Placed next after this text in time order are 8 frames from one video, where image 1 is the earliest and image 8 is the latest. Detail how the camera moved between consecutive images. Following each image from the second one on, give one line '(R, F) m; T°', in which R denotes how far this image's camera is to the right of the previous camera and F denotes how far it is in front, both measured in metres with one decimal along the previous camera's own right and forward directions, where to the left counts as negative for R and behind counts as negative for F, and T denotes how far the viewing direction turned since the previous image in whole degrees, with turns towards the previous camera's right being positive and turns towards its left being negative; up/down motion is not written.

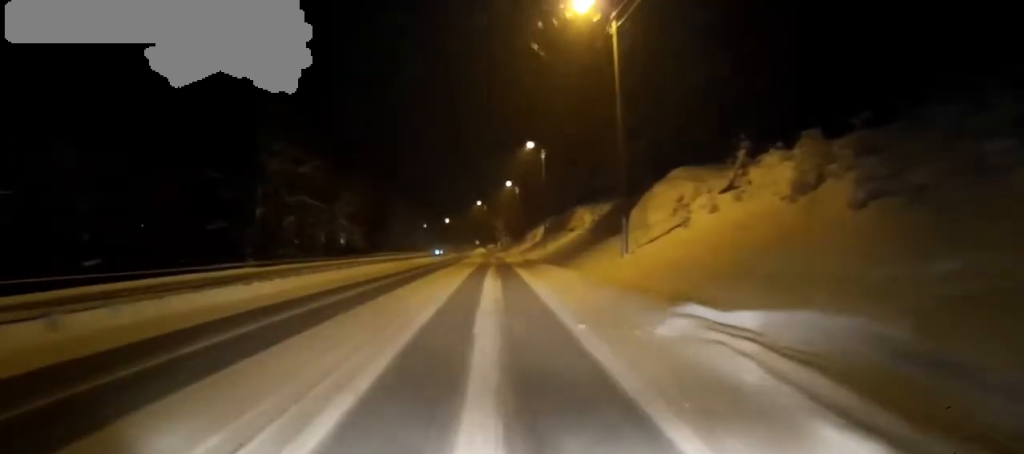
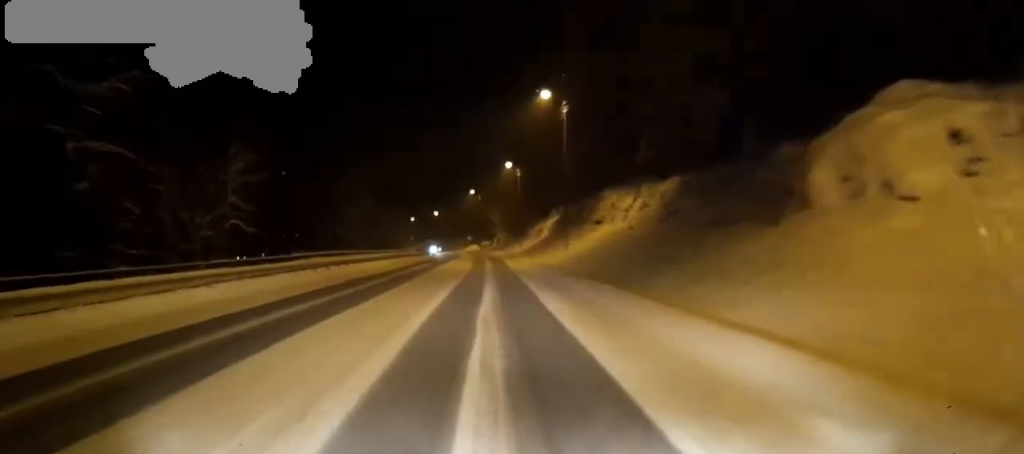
(+0.1, +23.4) m; 0°
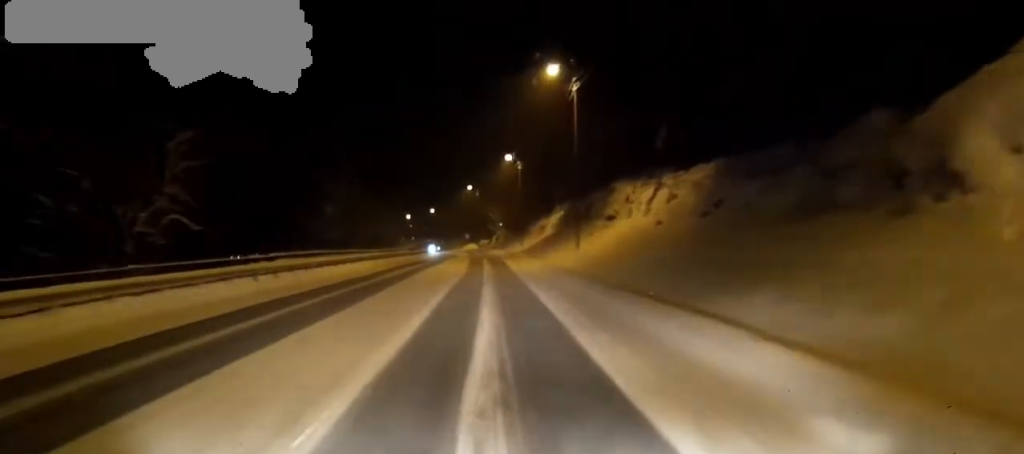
(0.0, +6.5) m; 0°
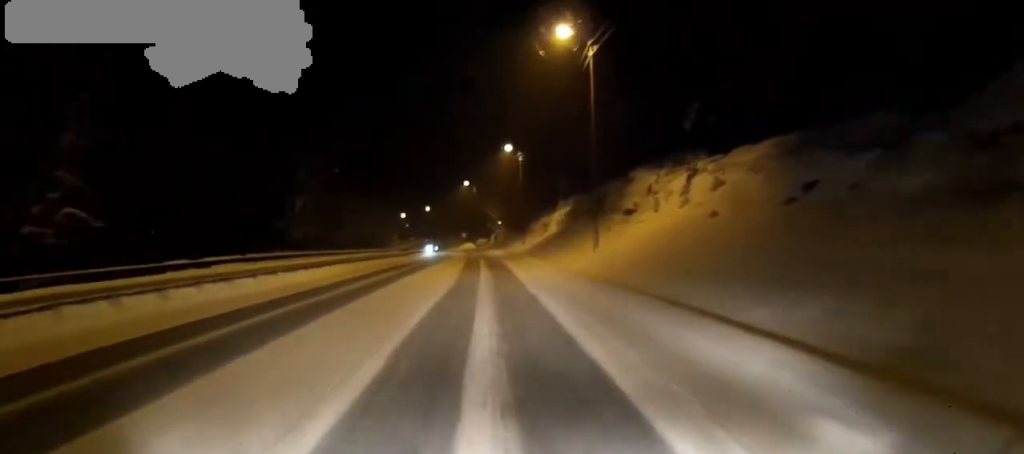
(+0.1, +7.6) m; 0°
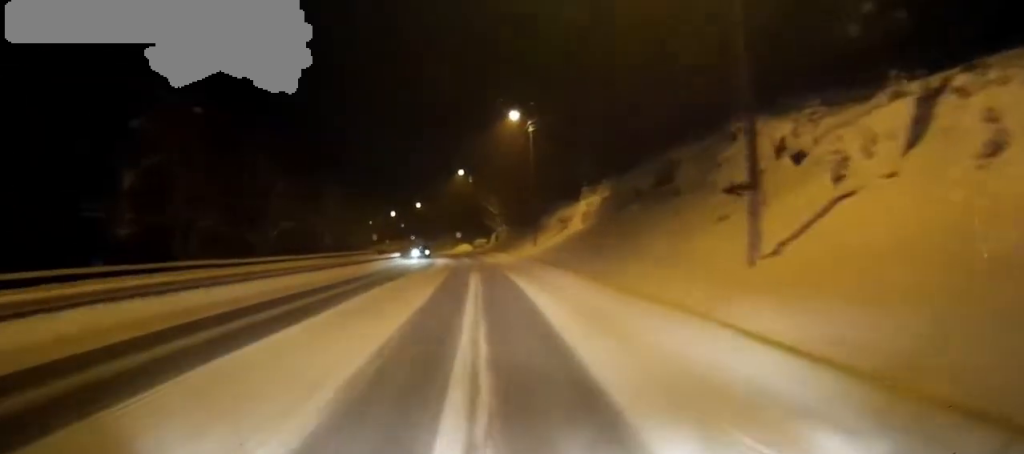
(-0.2, +20.4) m; 0°
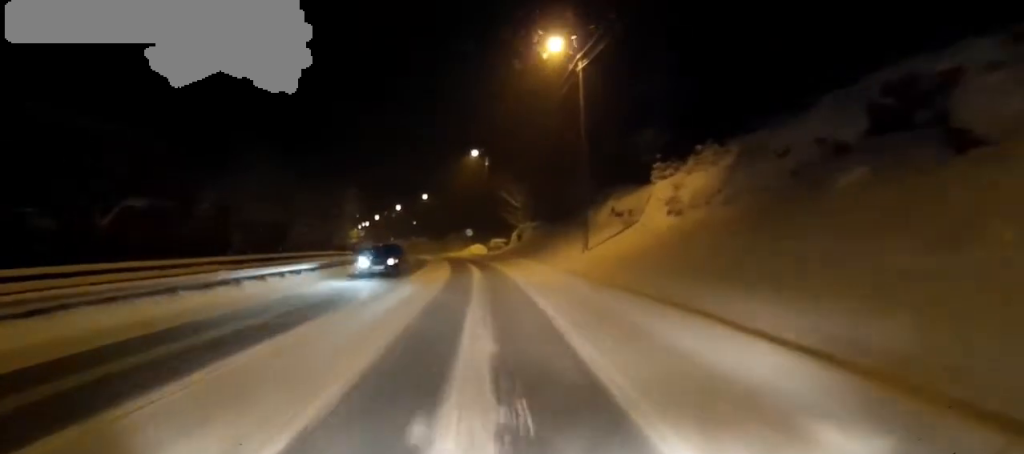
(+0.1, +20.9) m; -1°
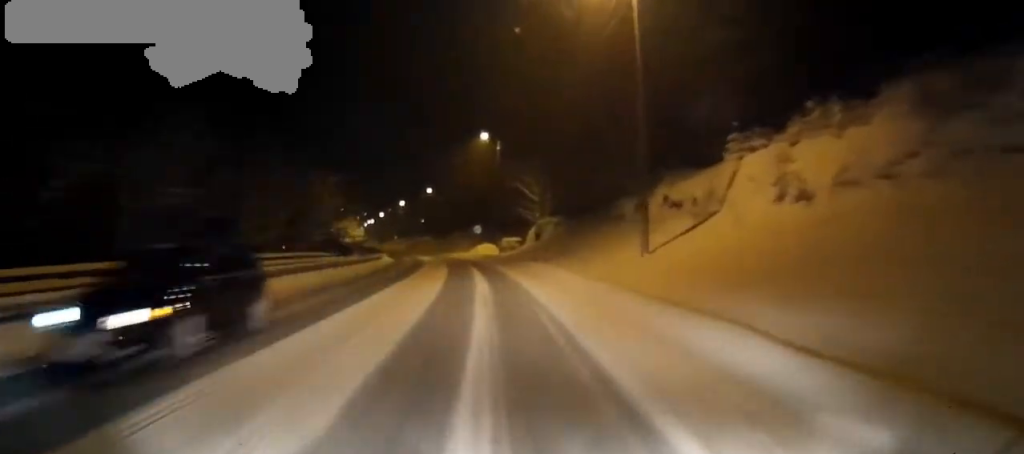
(-0.1, +11.5) m; -1°
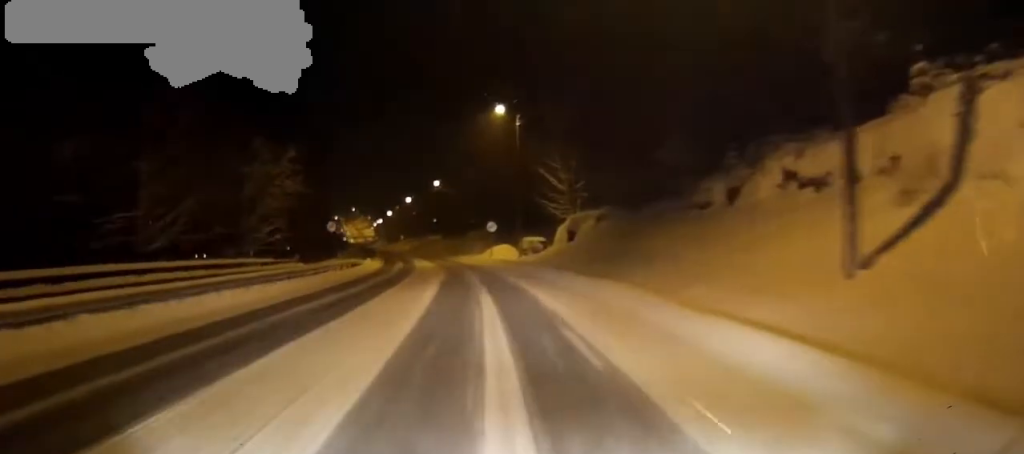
(-0.3, +13.7) m; -2°
